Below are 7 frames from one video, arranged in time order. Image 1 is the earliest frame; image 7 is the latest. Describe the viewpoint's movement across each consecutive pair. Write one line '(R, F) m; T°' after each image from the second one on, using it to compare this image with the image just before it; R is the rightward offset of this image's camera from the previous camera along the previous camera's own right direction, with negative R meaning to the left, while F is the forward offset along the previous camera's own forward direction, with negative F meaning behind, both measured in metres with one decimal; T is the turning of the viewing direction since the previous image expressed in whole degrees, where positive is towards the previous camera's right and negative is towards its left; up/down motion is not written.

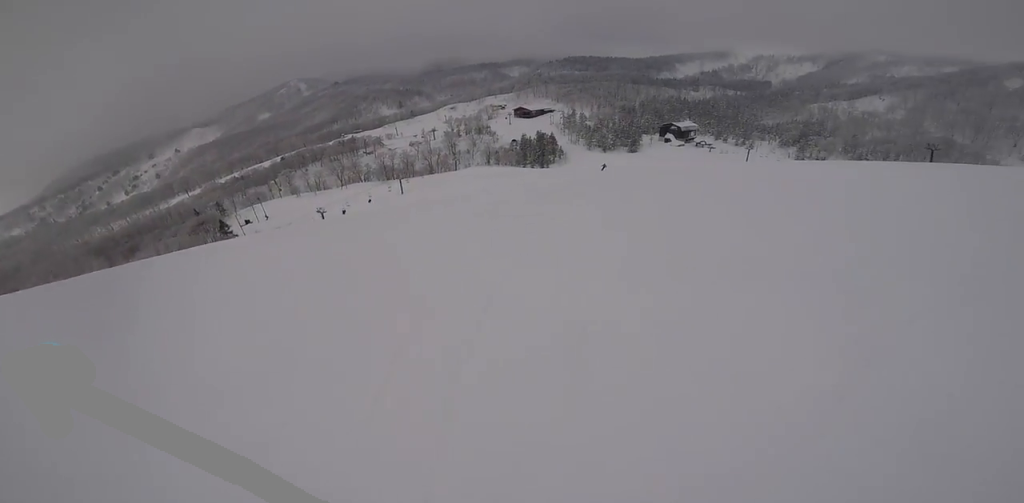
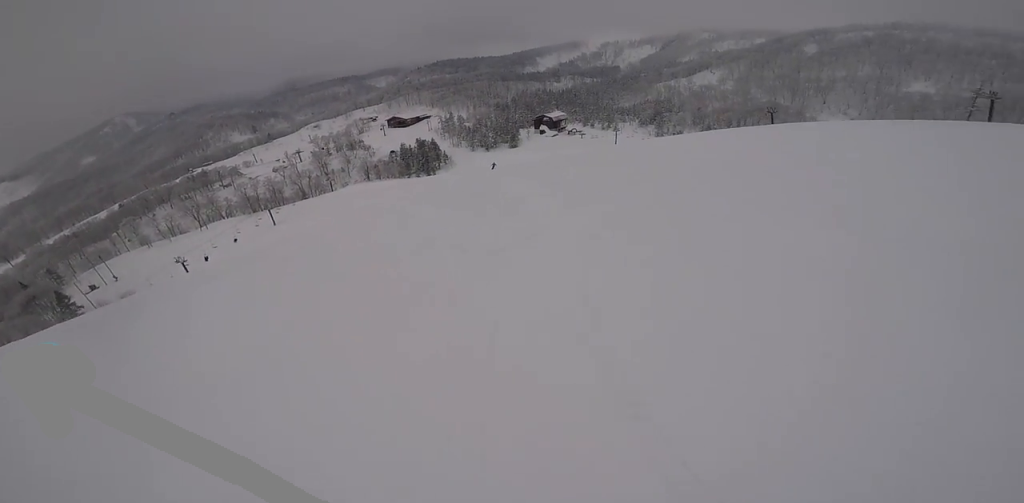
(+0.6, +4.1) m; +14°
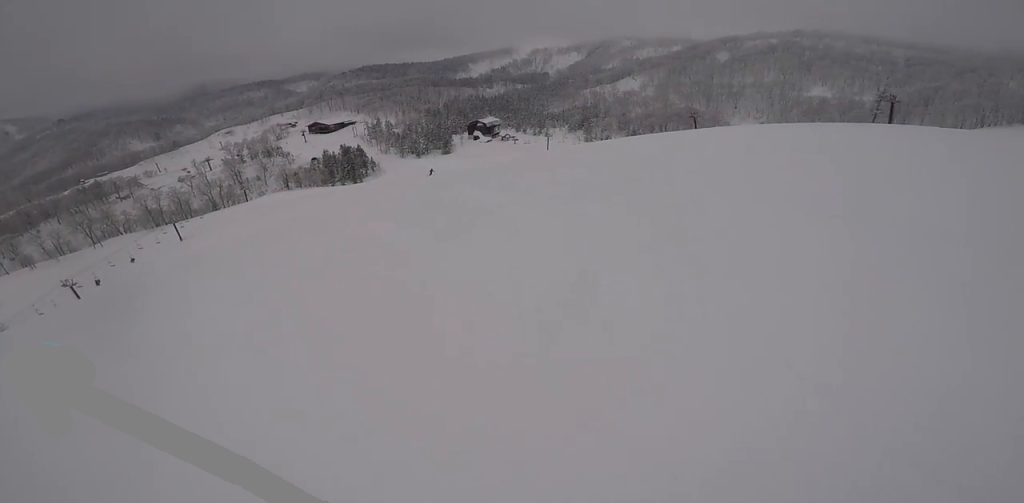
(-0.1, +3.3) m; +12°
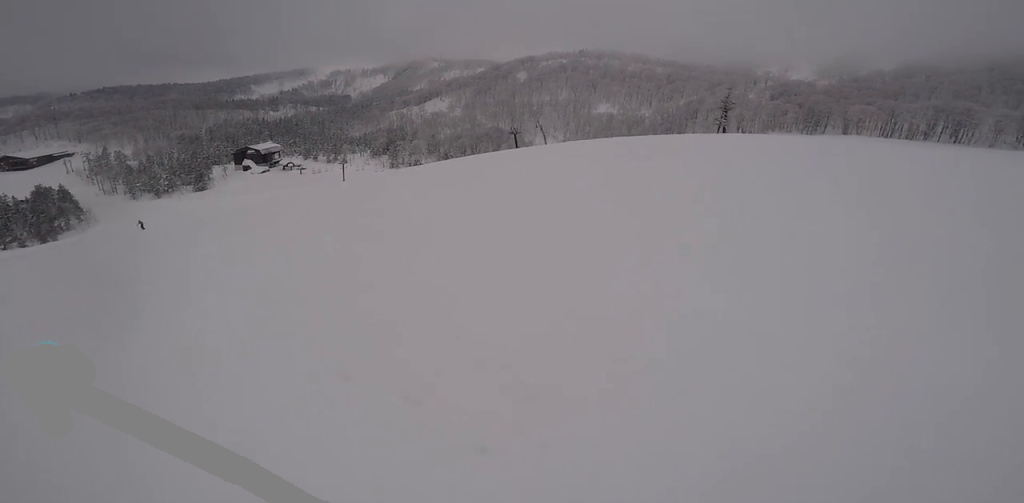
(+11.8, +25.5) m; +8°
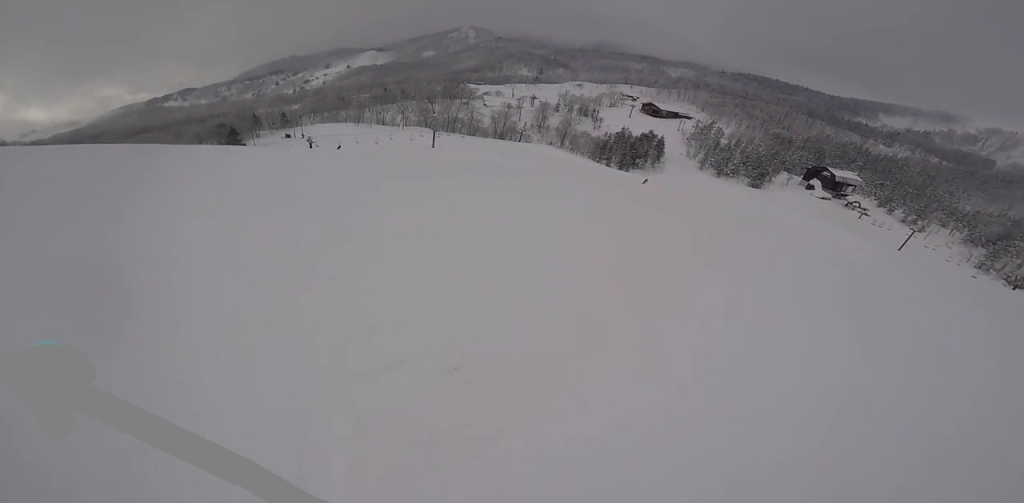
(-4.6, +9.2) m; -47°
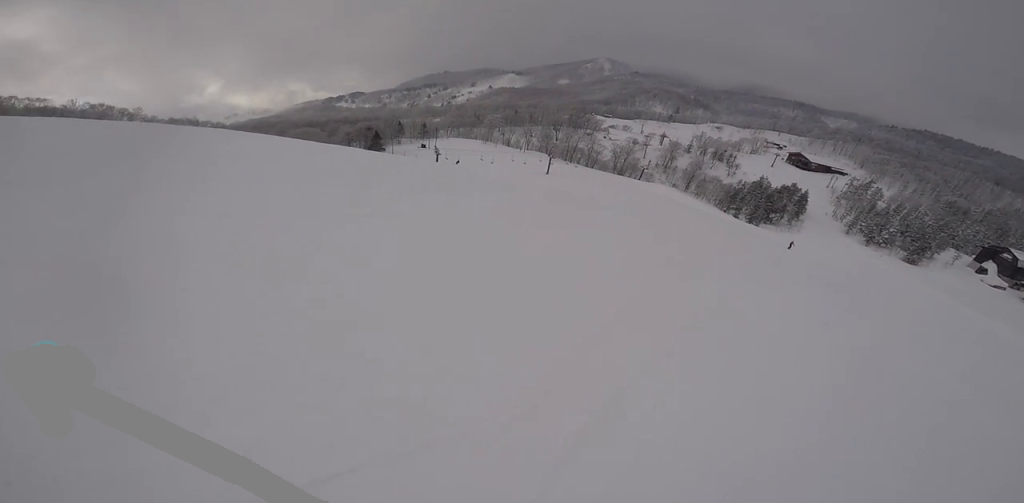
(-0.4, +3.6) m; -11°
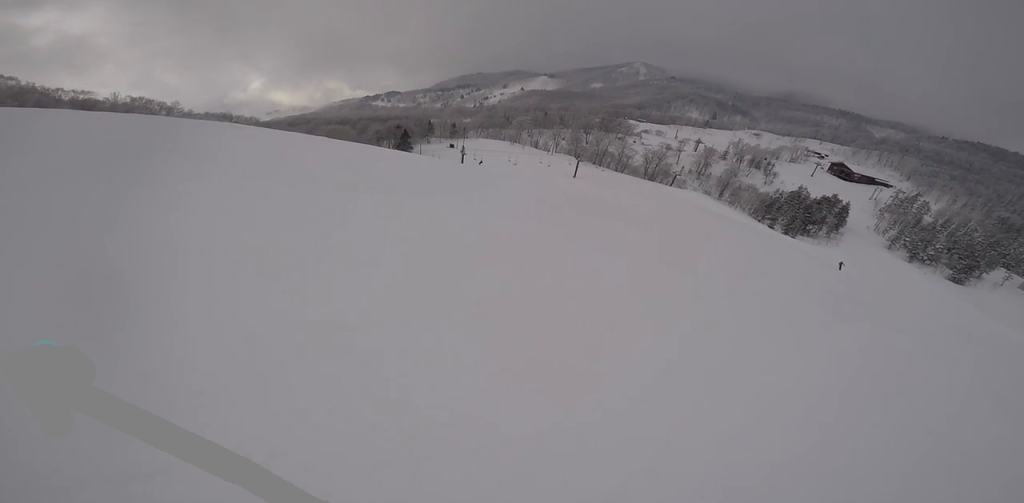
(-0.4, +2.2) m; 0°
